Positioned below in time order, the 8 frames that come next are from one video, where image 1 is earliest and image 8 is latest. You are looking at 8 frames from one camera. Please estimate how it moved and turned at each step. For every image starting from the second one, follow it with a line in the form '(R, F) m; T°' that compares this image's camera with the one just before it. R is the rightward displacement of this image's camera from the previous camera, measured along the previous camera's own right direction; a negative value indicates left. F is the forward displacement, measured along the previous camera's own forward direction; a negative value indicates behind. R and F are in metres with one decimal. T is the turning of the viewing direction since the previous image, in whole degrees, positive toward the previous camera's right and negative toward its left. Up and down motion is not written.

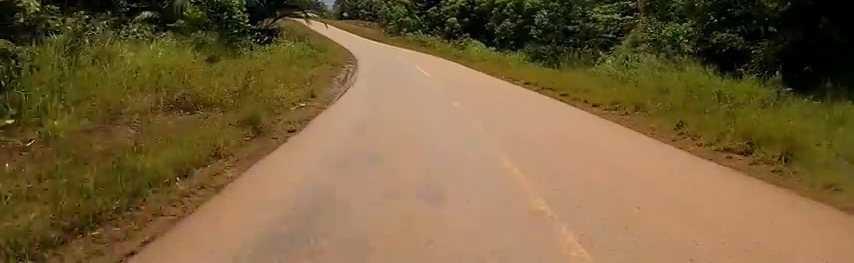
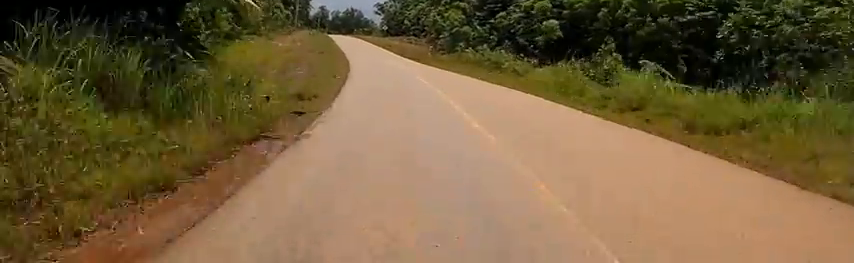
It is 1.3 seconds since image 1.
(-0.4, +19.1) m; -6°
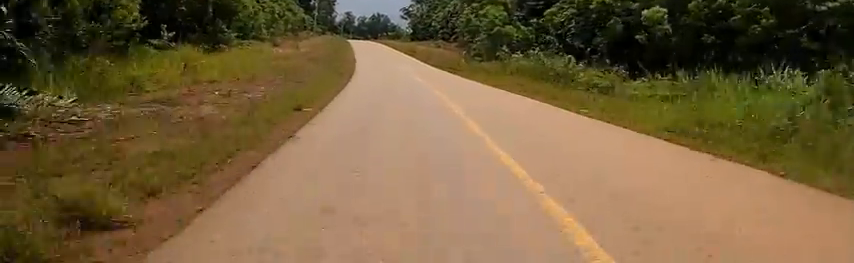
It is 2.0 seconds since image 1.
(-0.6, +8.9) m; -4°
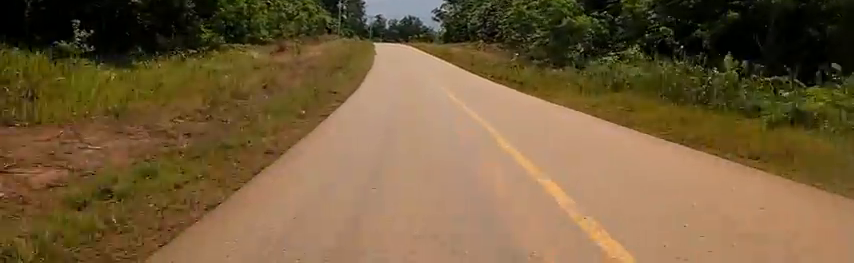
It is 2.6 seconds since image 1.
(-0.6, +9.3) m; -4°
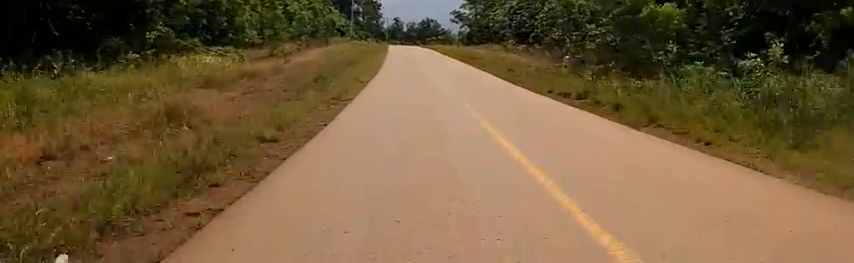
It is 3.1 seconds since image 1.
(0.0, +6.9) m; 0°
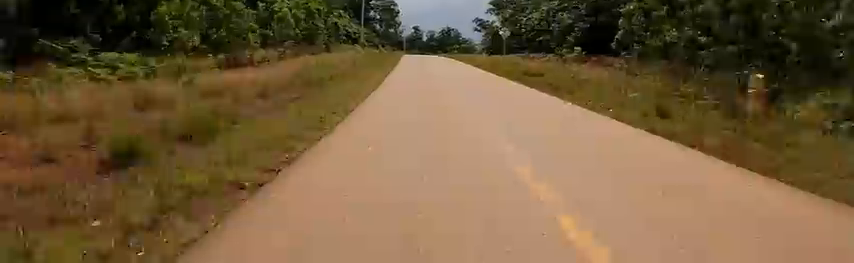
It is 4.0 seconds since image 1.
(0.0, +11.7) m; 0°
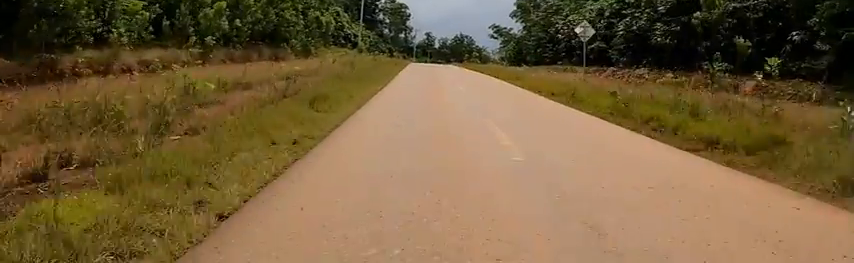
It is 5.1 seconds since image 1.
(0.0, +14.6) m; 0°
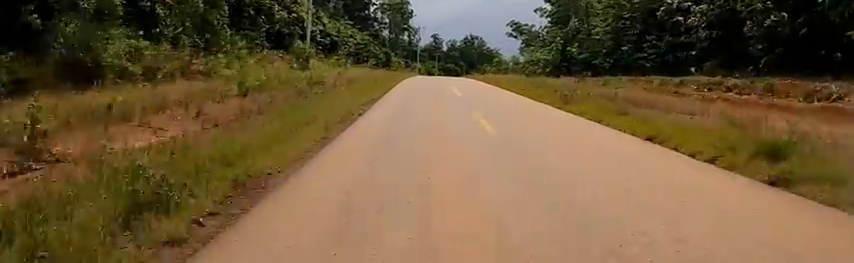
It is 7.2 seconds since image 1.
(0.0, +27.9) m; 0°
